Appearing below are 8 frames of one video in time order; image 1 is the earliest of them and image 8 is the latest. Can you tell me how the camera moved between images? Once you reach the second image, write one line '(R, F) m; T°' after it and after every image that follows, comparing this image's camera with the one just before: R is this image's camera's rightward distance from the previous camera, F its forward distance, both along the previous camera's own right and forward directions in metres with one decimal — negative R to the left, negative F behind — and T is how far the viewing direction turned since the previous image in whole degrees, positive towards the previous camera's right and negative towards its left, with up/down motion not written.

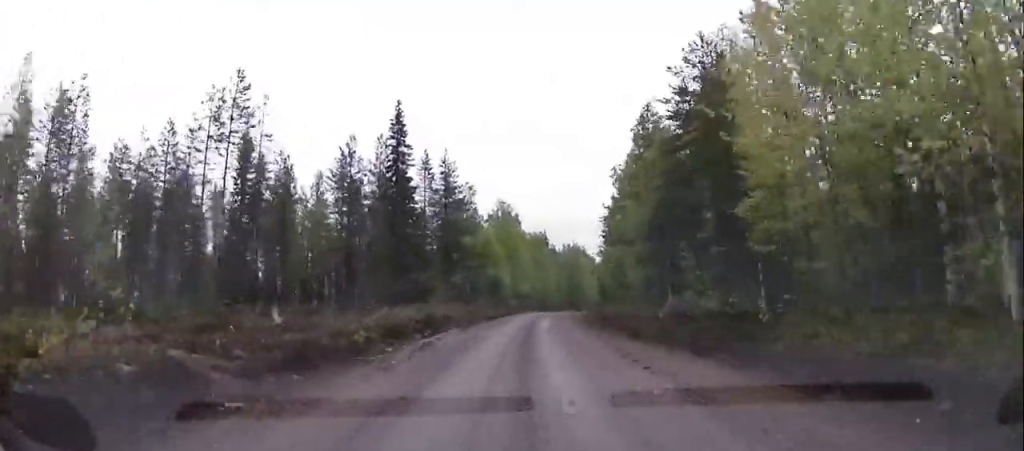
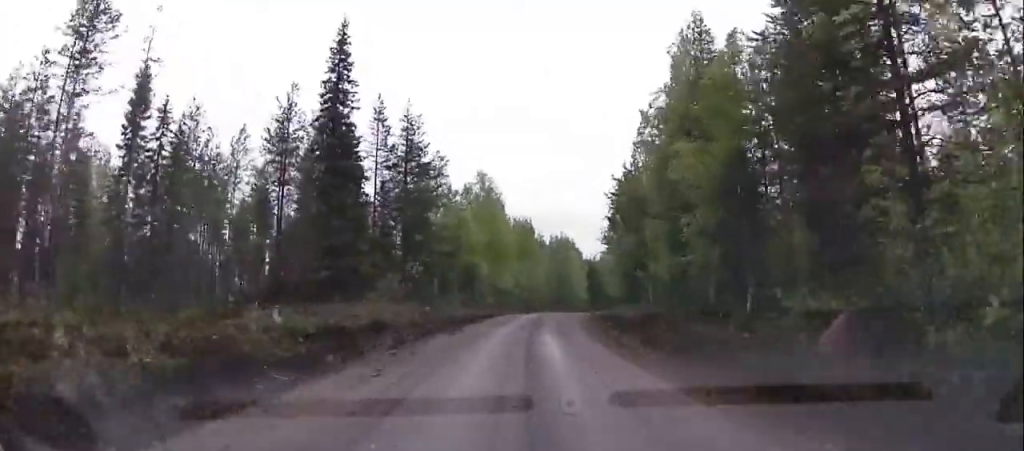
(-0.1, +13.5) m; +2°
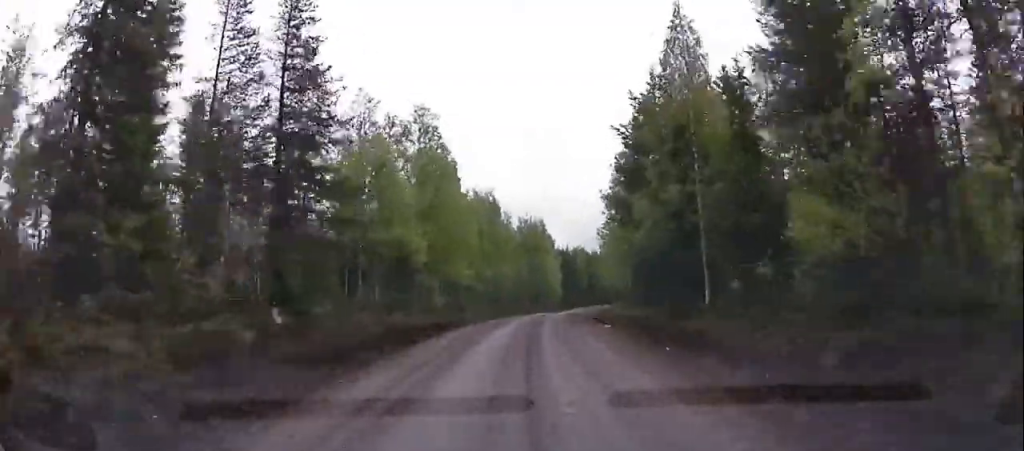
(+1.0, +18.9) m; +4°
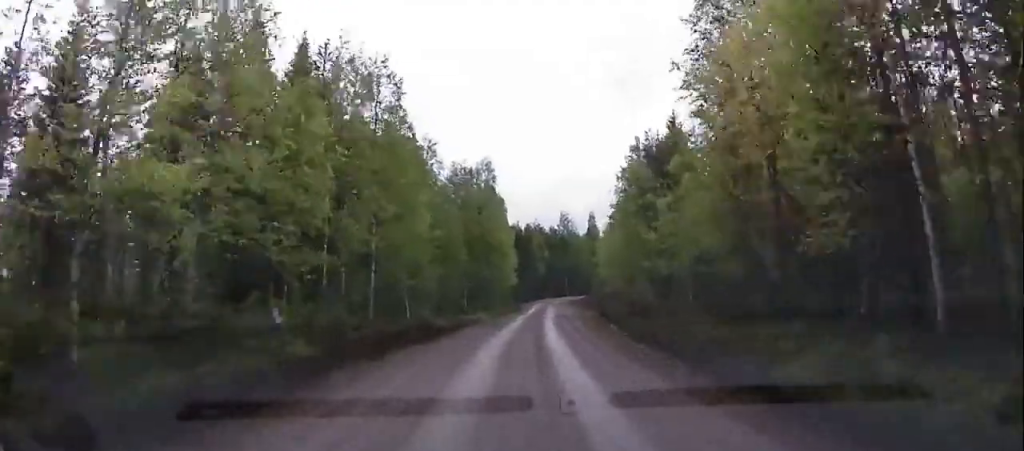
(+1.6, +35.7) m; +4°
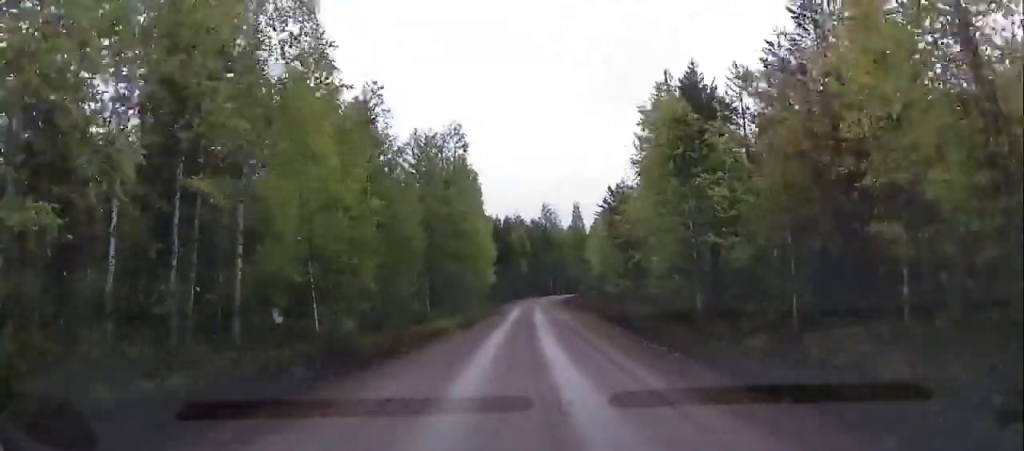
(-0.3, +11.9) m; +1°
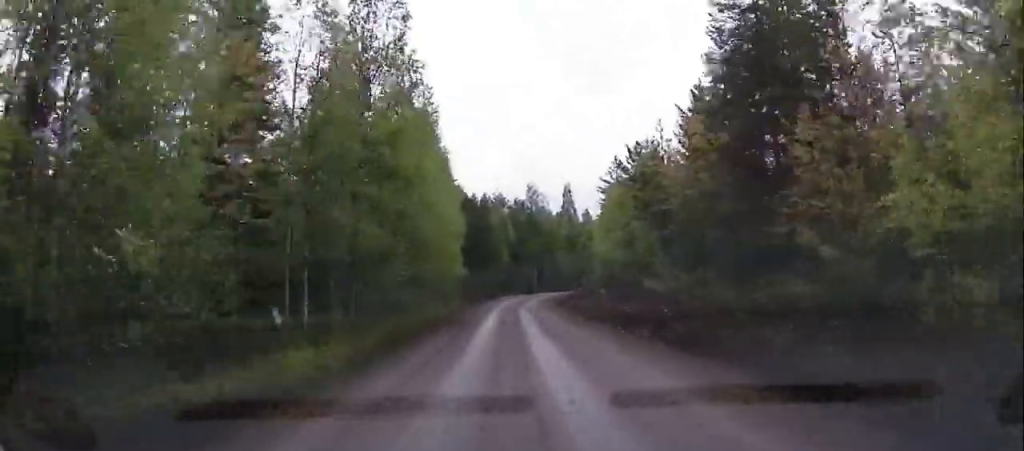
(+0.8, +19.5) m; +4°
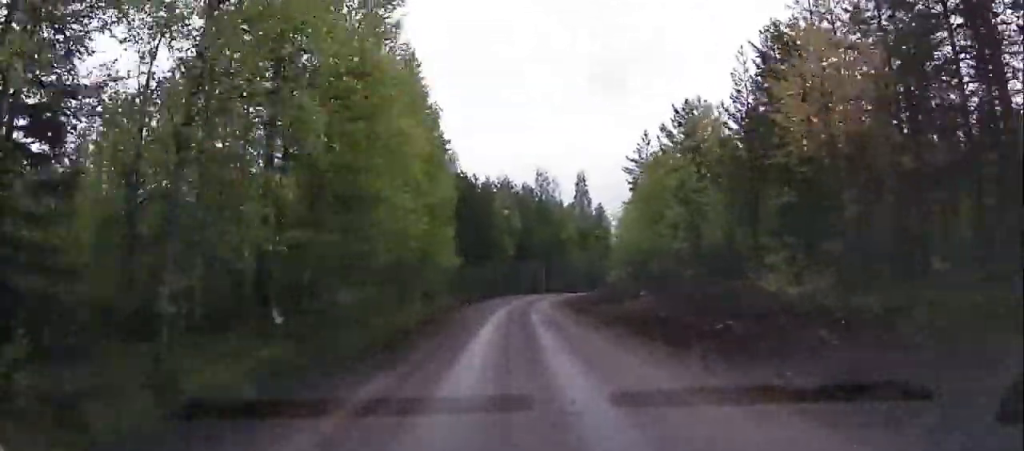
(+0.1, +11.8) m; -1°
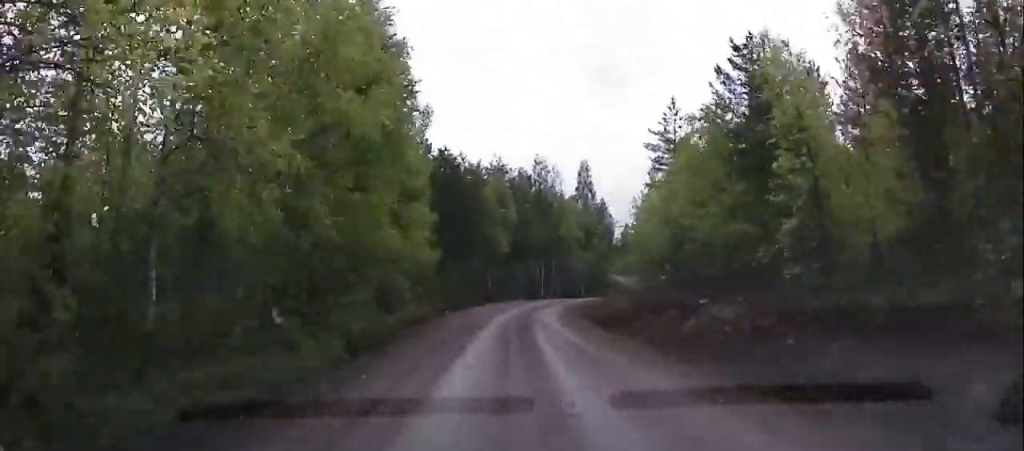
(-0.1, +11.1) m; 0°
